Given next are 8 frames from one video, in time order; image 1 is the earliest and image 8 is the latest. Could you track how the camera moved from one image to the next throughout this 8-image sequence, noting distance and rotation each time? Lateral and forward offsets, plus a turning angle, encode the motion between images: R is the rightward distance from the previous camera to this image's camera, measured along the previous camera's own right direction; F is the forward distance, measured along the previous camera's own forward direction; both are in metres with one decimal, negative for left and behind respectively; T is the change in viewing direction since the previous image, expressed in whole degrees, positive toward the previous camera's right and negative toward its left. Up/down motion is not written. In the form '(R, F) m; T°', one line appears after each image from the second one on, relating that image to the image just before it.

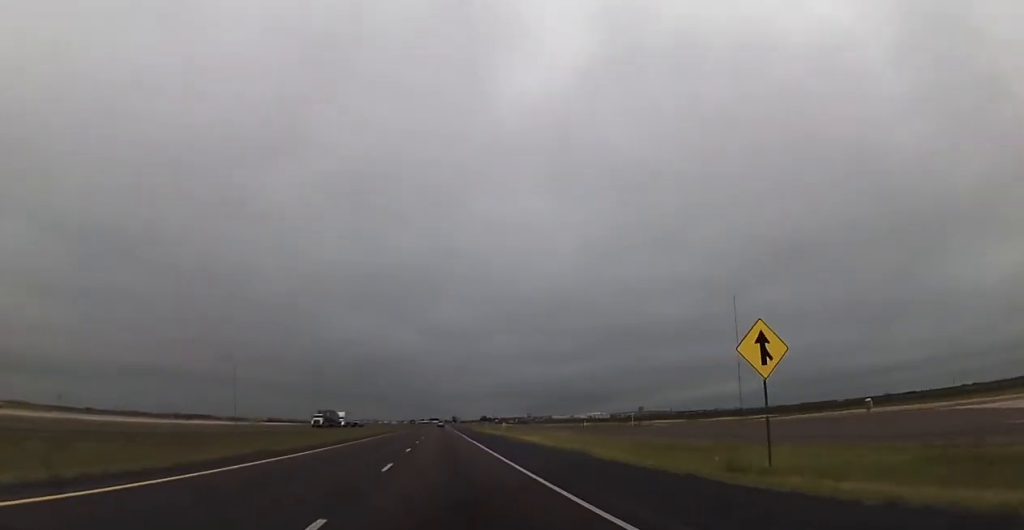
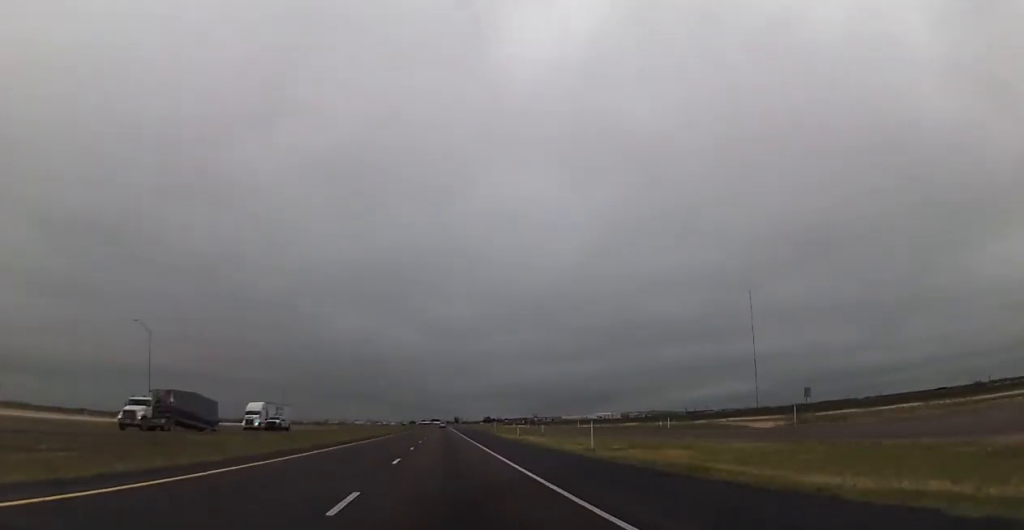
(0.0, +45.0) m; 0°
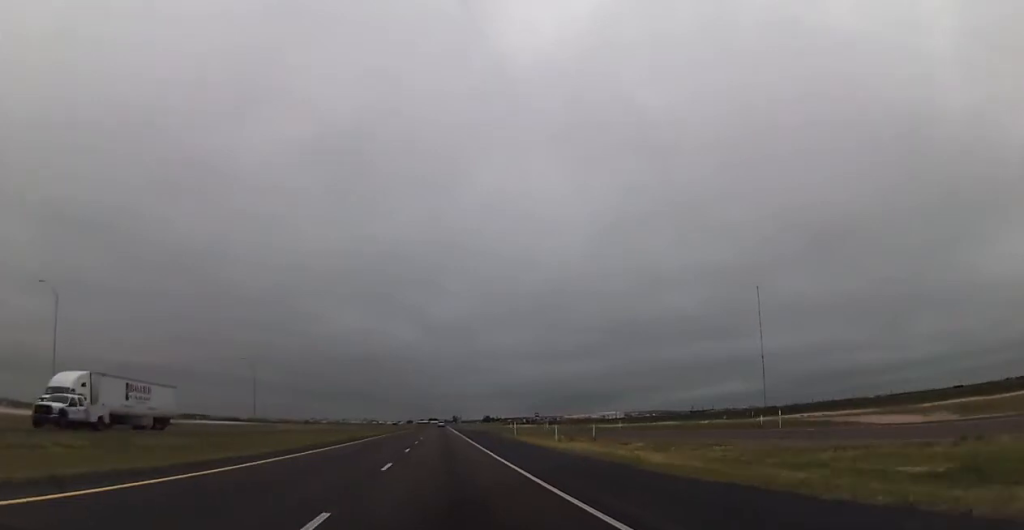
(0.0, +27.2) m; 0°
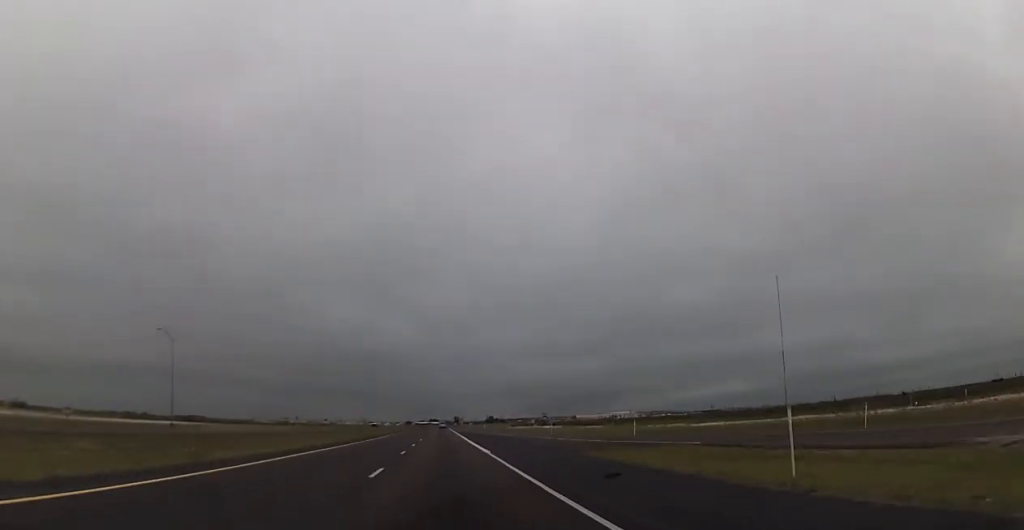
(-0.2, +50.9) m; 0°
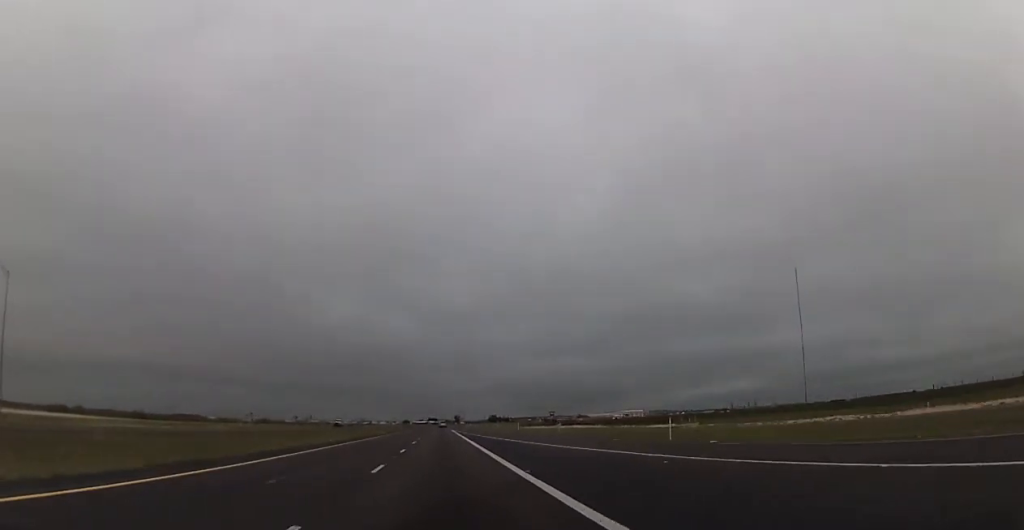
(+0.3, +47.3) m; +1°
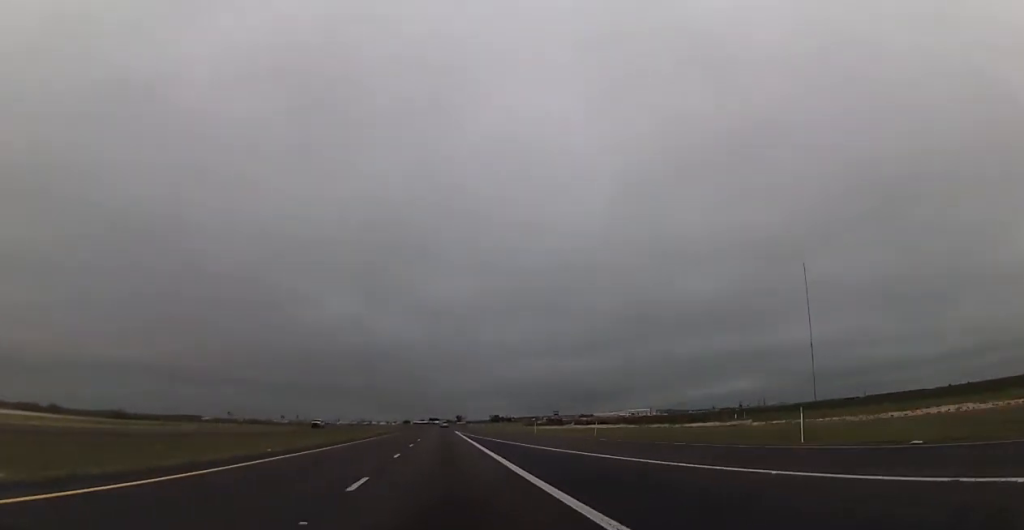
(0.0, +16.6) m; 0°
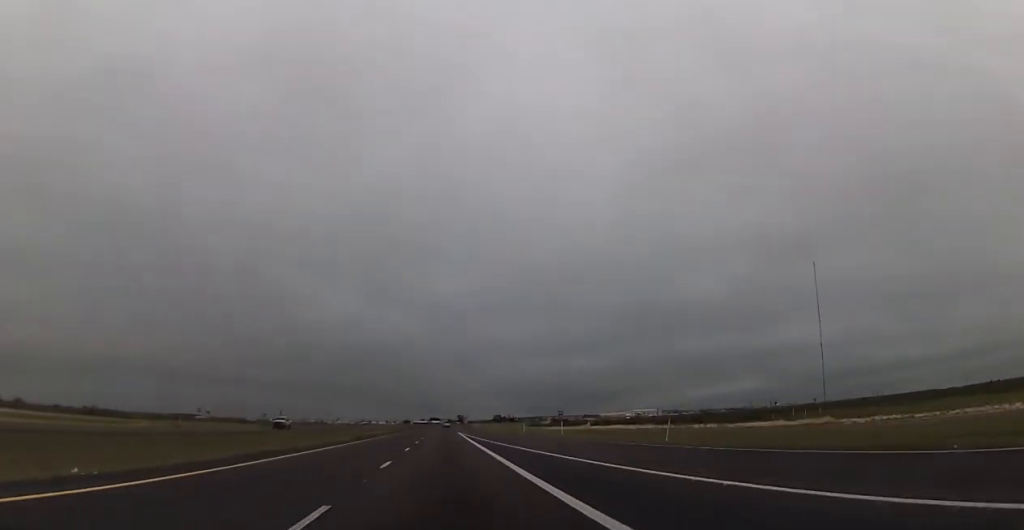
(0.0, +17.8) m; 0°
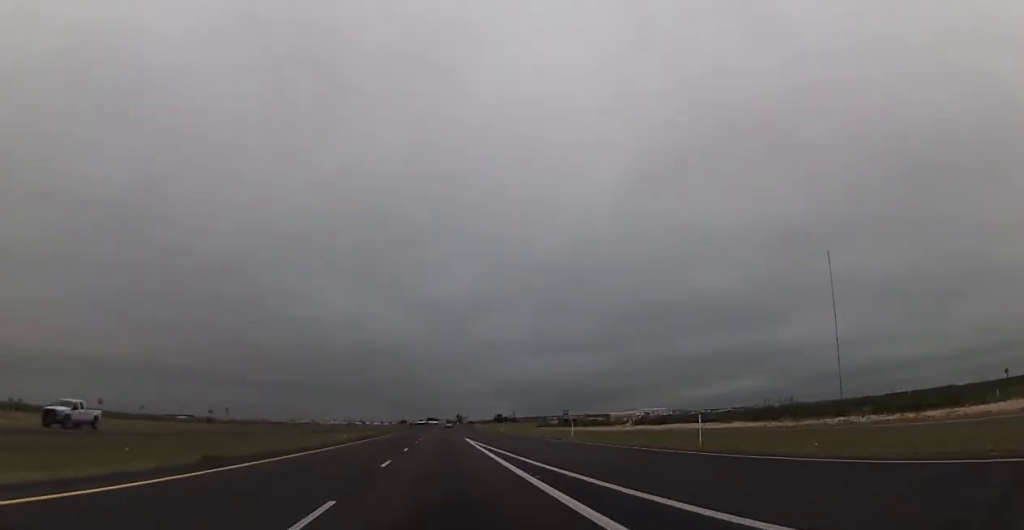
(0.0, +35.6) m; -1°
